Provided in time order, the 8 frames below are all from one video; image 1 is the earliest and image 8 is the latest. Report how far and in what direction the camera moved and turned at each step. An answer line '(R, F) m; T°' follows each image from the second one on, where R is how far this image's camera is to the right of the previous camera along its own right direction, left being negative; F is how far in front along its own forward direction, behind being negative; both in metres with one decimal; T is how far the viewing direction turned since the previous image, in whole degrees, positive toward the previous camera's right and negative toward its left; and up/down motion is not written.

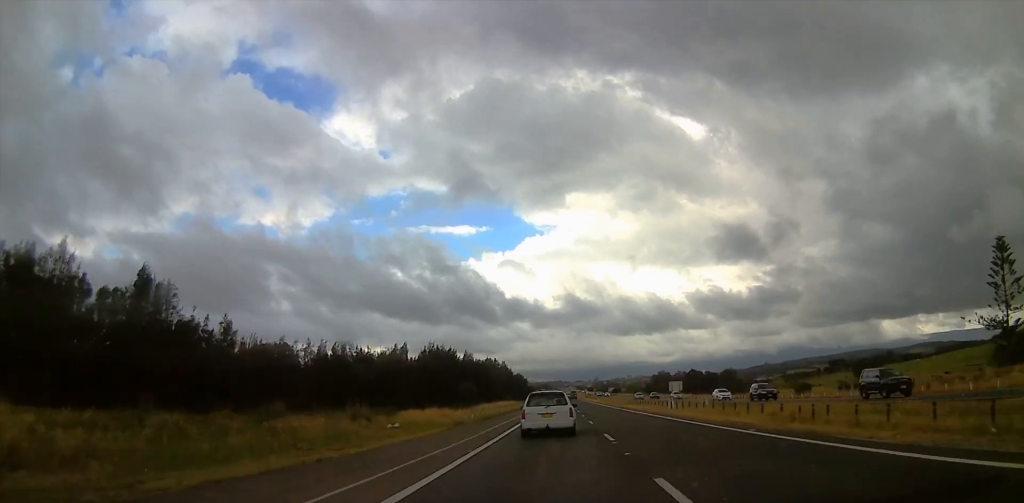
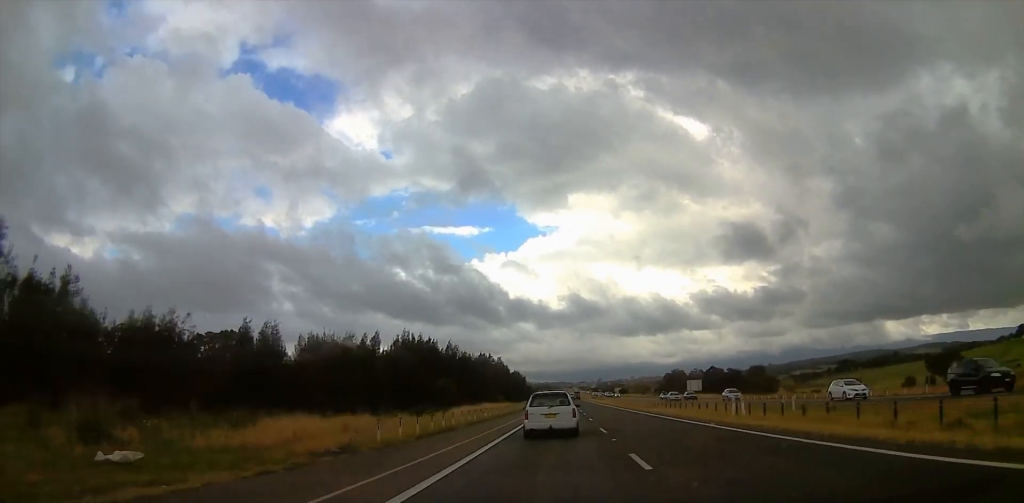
(-0.1, +18.9) m; 0°
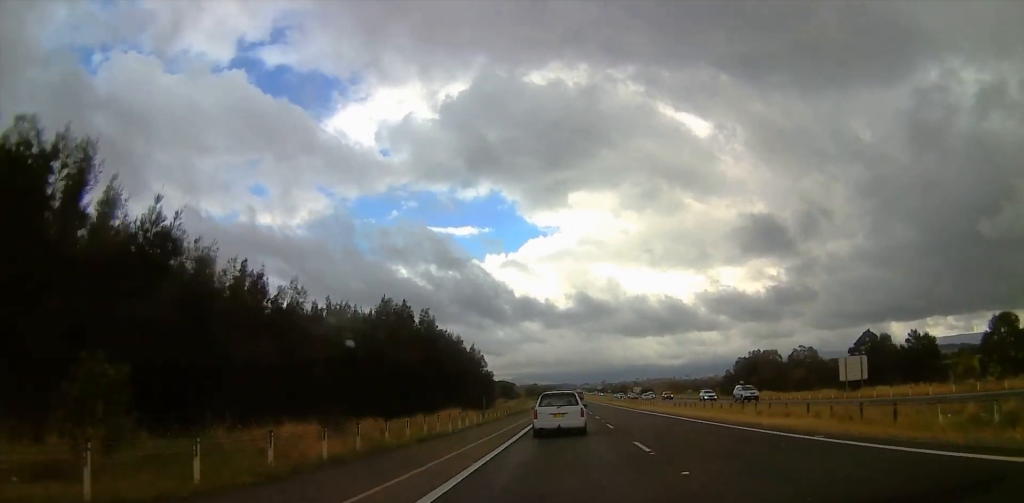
(-2.5, +77.1) m; -2°
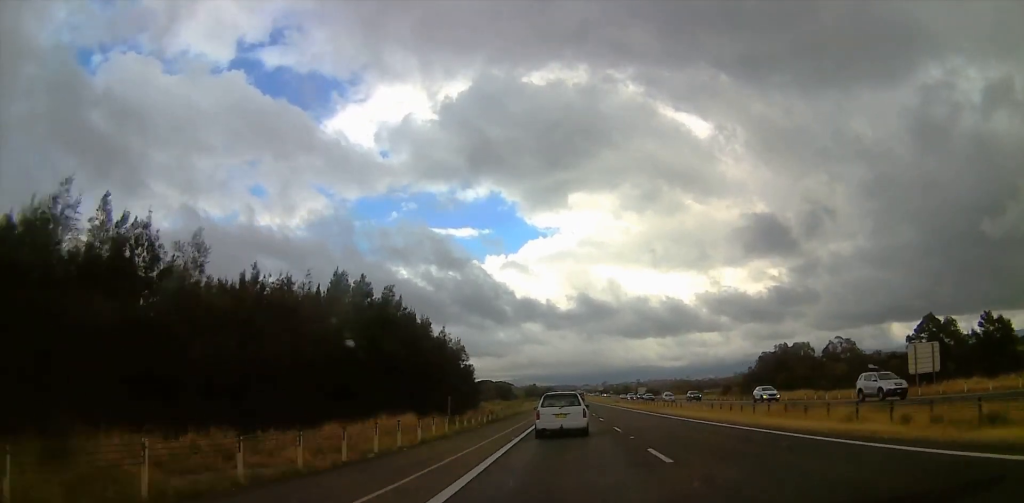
(+0.1, +12.9) m; +1°
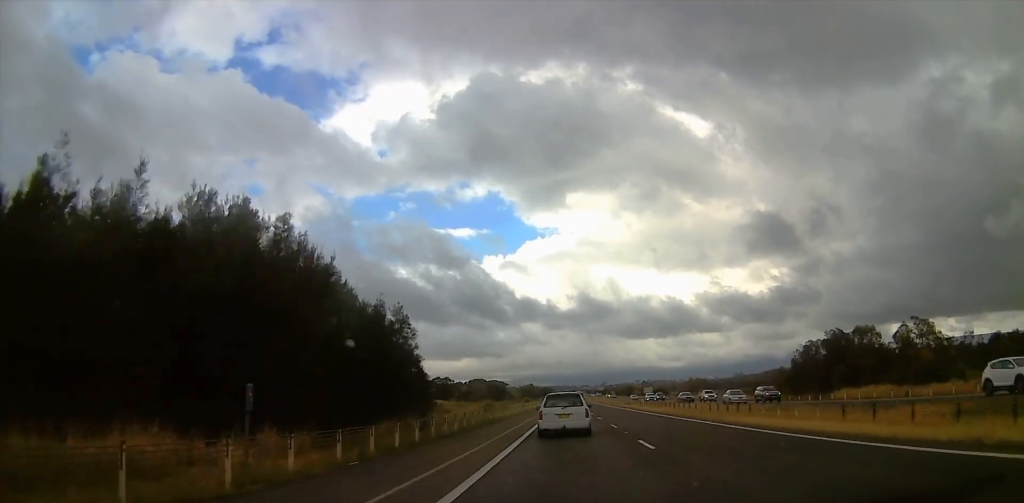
(0.0, +18.9) m; +1°
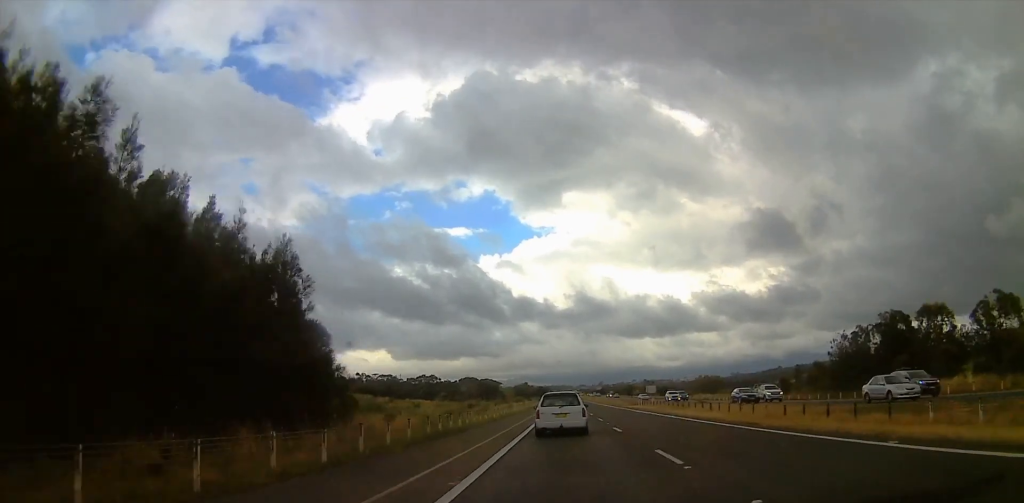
(+0.2, +14.0) m; +1°
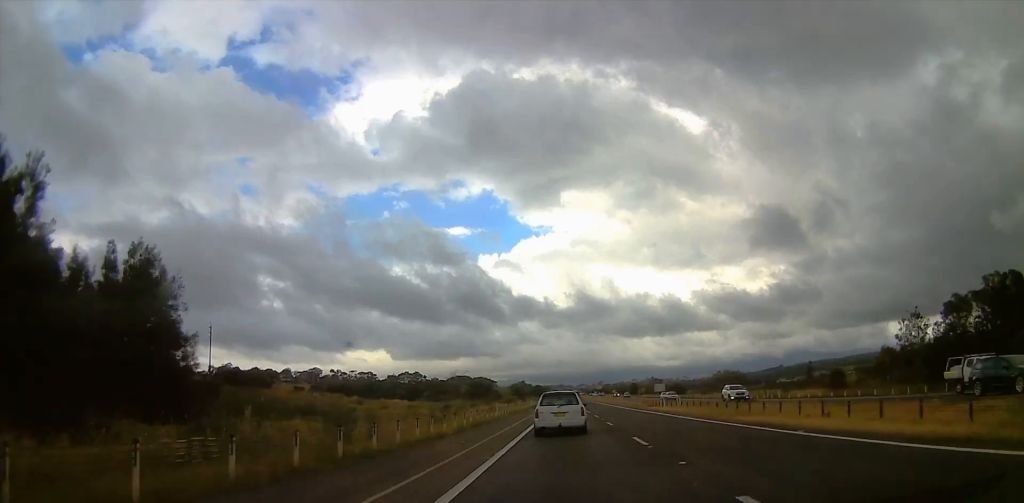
(0.0, +17.5) m; 0°
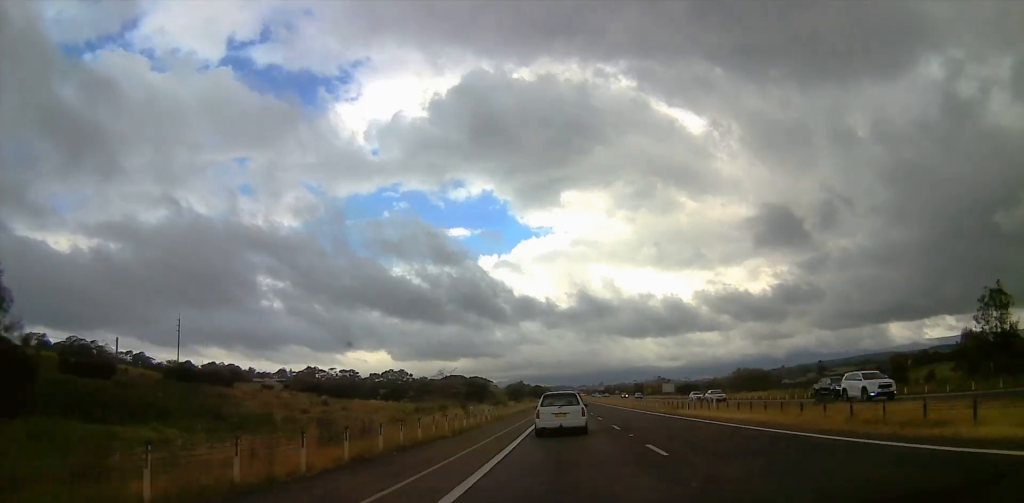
(0.0, +14.6) m; 0°
